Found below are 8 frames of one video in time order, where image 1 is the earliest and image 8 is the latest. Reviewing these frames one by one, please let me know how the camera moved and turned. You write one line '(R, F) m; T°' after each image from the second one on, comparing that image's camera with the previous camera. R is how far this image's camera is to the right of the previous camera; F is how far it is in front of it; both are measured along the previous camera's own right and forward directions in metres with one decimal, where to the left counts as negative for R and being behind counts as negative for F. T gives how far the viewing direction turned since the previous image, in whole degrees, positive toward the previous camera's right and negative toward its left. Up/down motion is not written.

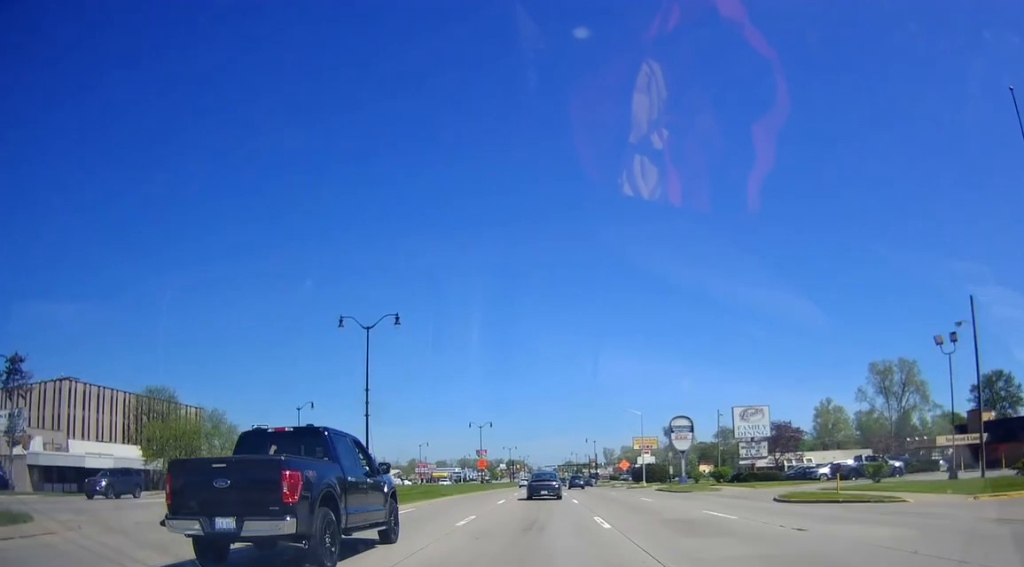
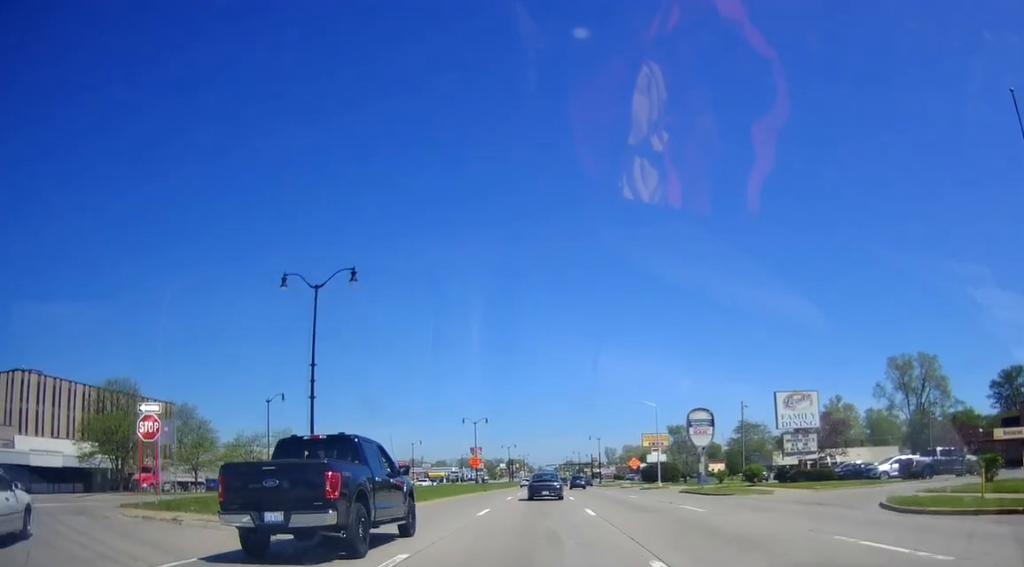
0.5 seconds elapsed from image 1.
(0.0, +10.1) m; 0°
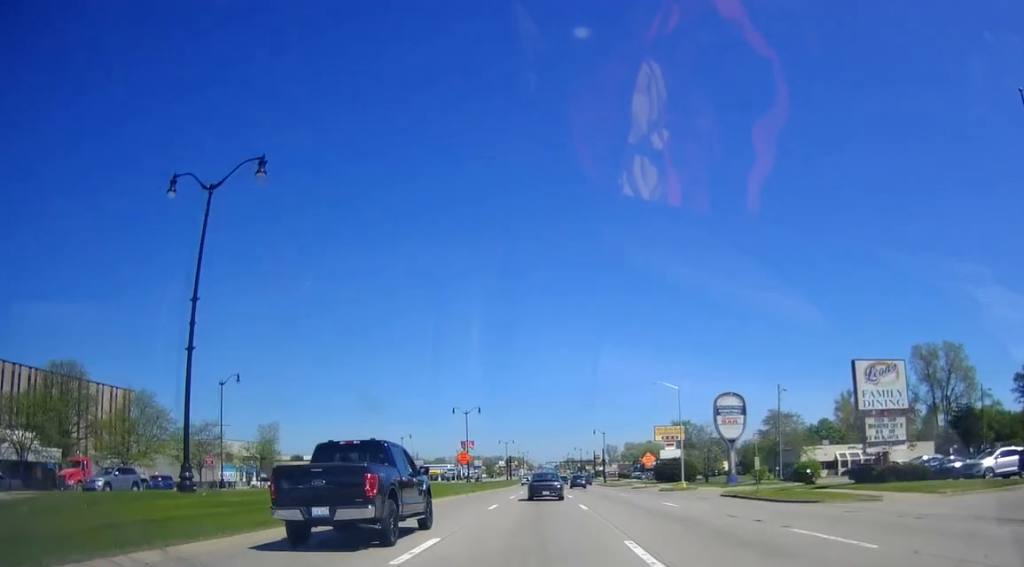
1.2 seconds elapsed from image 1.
(-0.1, +11.7) m; 0°
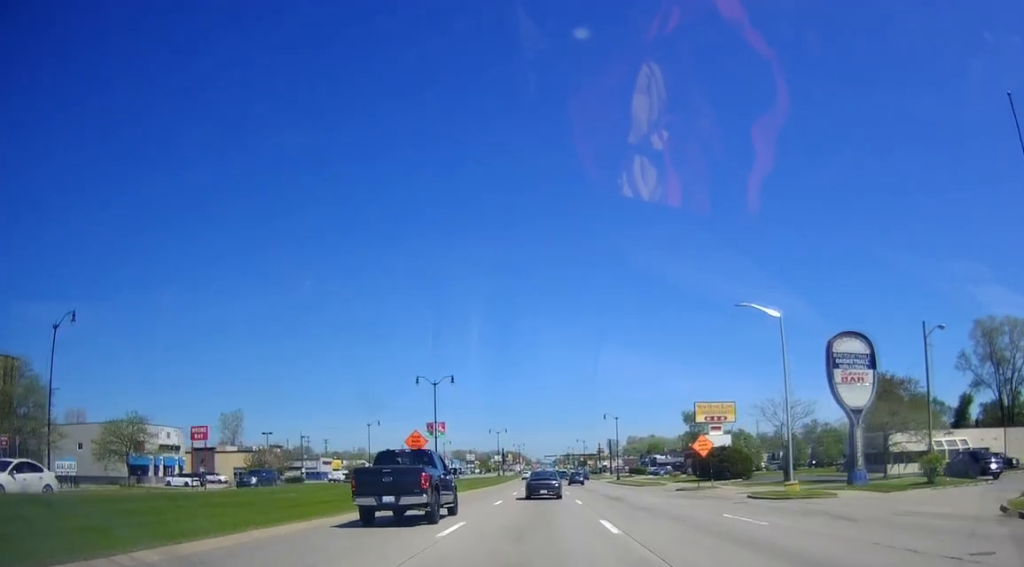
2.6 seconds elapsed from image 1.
(-0.2, +26.2) m; -2°
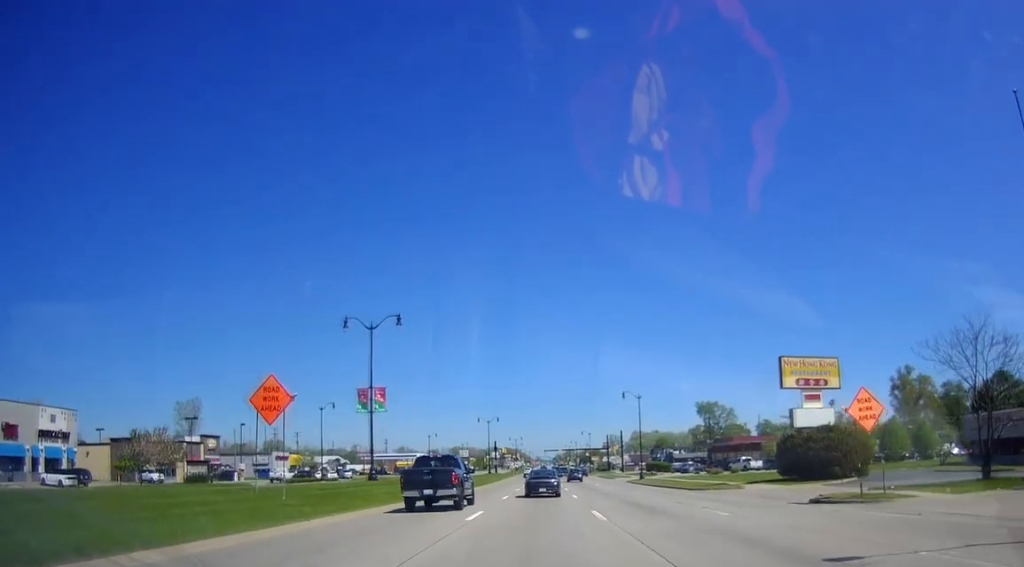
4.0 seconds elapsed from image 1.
(-0.3, +25.6) m; +1°
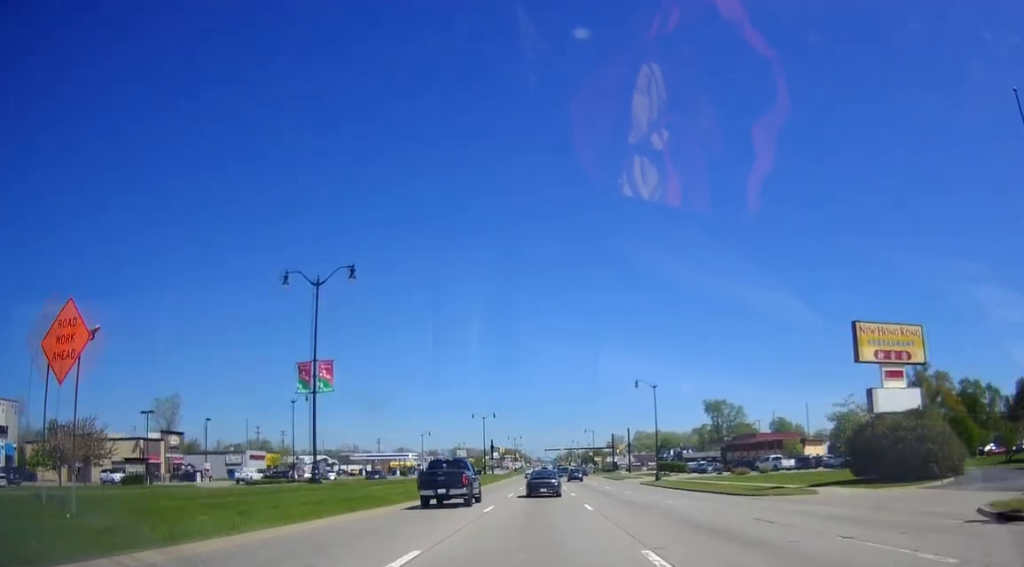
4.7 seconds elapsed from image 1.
(+0.3, +11.1) m; +2°
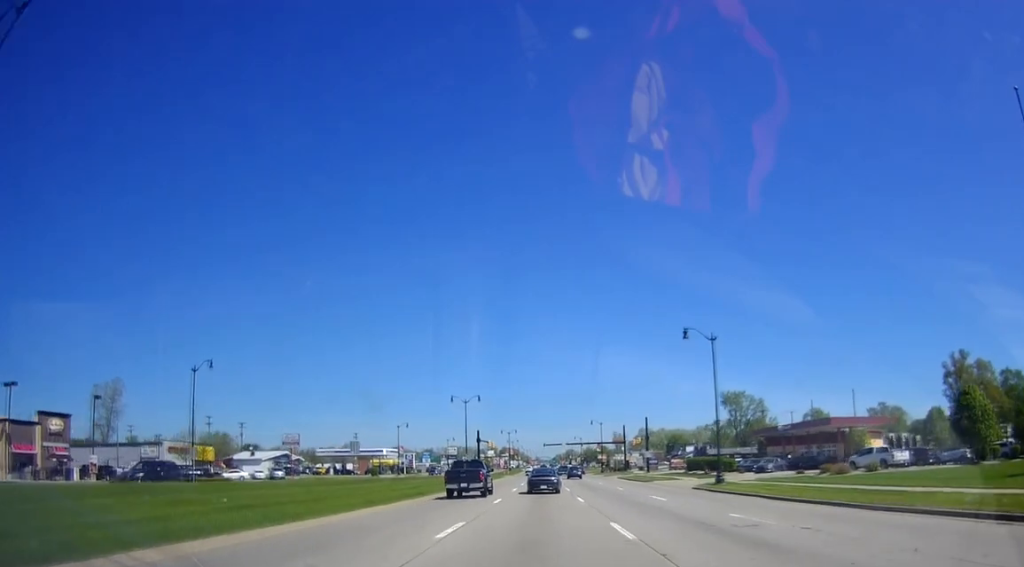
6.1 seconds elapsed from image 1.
(-0.7, +25.1) m; -3°
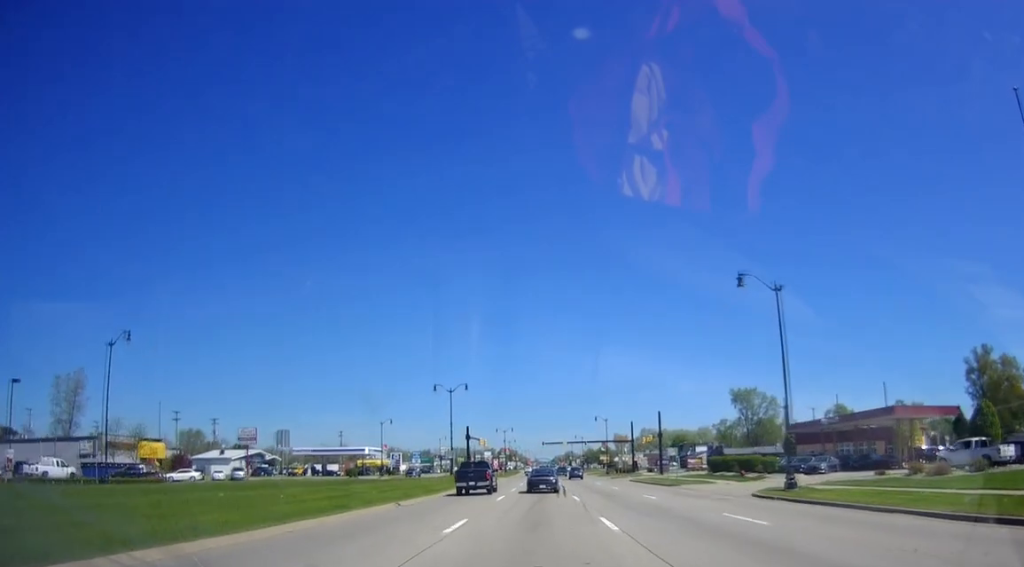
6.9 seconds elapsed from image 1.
(-0.3, +13.4) m; 0°
